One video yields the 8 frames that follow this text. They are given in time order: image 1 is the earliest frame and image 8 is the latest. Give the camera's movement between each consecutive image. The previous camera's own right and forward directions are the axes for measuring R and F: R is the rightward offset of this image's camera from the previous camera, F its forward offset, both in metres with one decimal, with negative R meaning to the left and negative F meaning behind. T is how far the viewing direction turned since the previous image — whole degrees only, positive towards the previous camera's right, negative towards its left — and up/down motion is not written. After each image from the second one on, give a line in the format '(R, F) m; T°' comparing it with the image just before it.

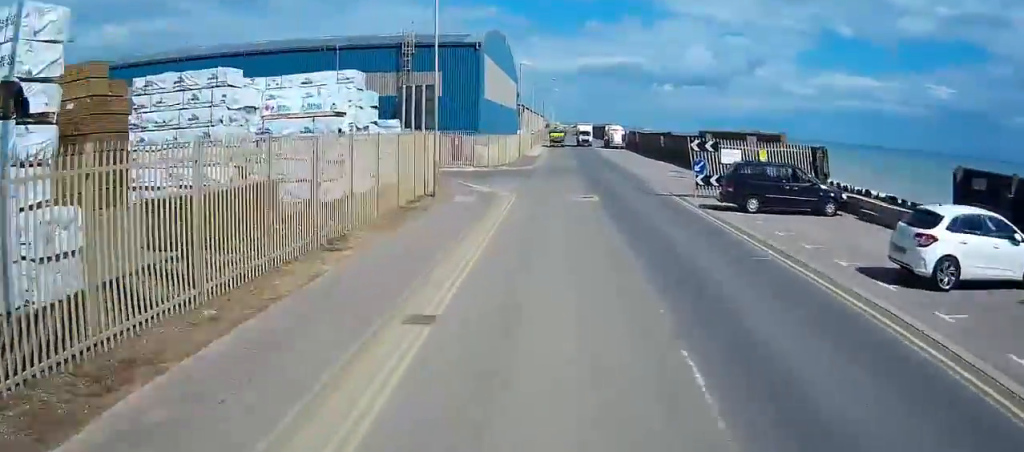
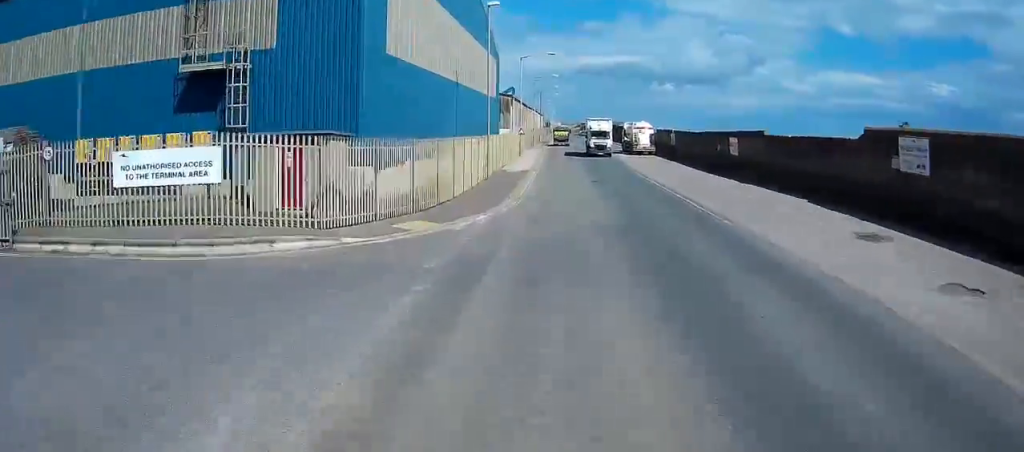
(+0.1, +32.4) m; -1°
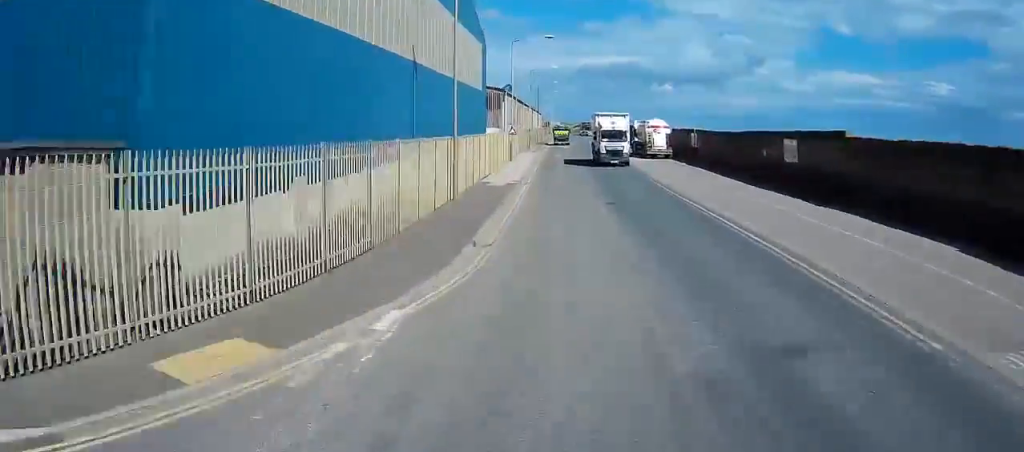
(-0.1, +12.4) m; 0°
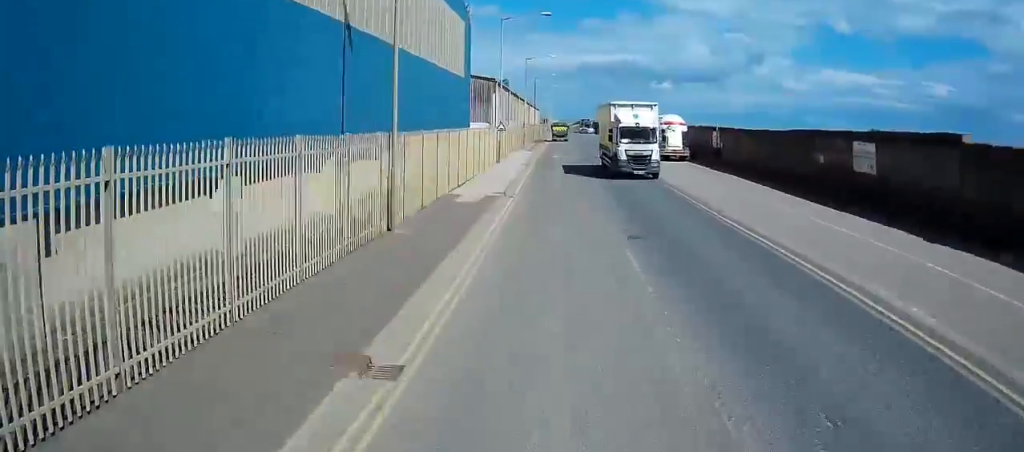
(-0.1, +9.6) m; 0°
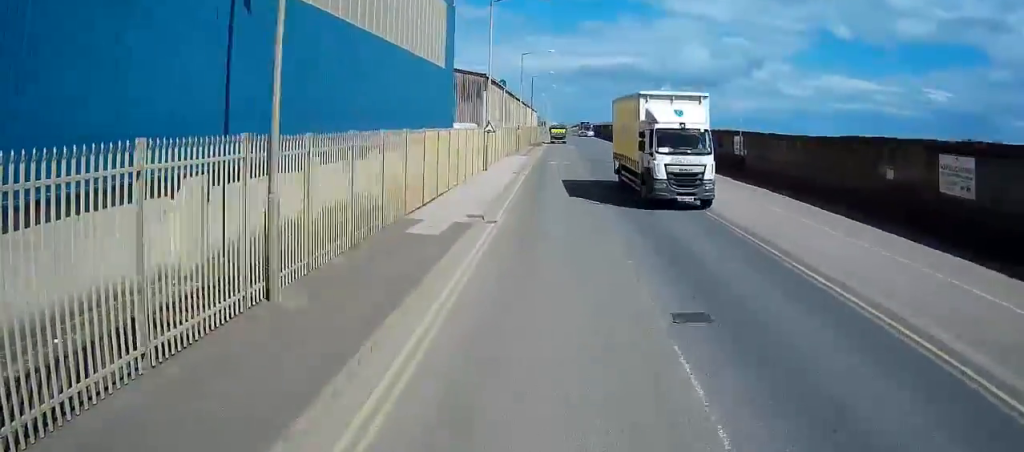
(+0.1, +7.2) m; 0°
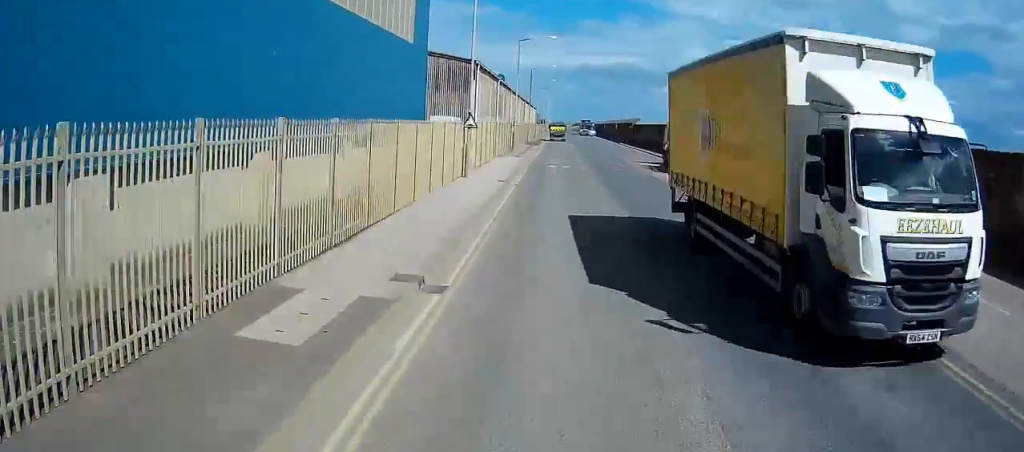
(+0.1, +9.0) m; 0°
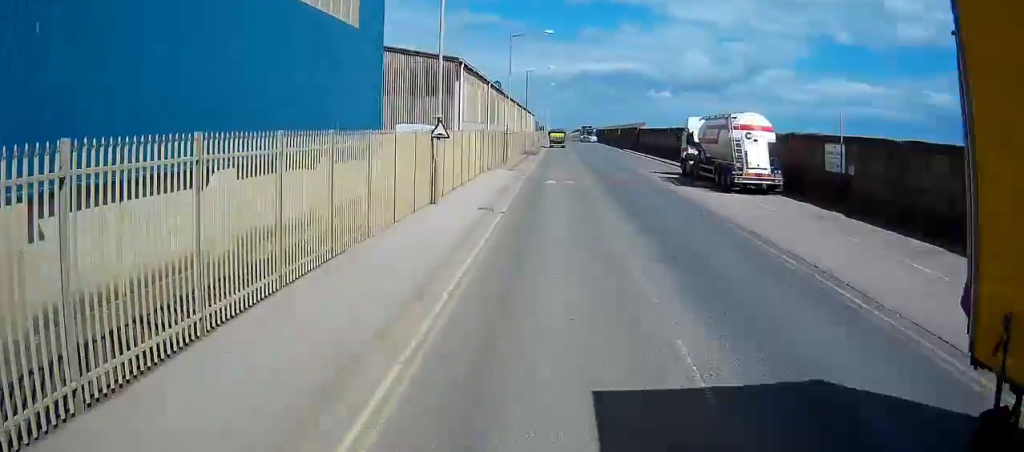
(0.0, +7.1) m; 0°
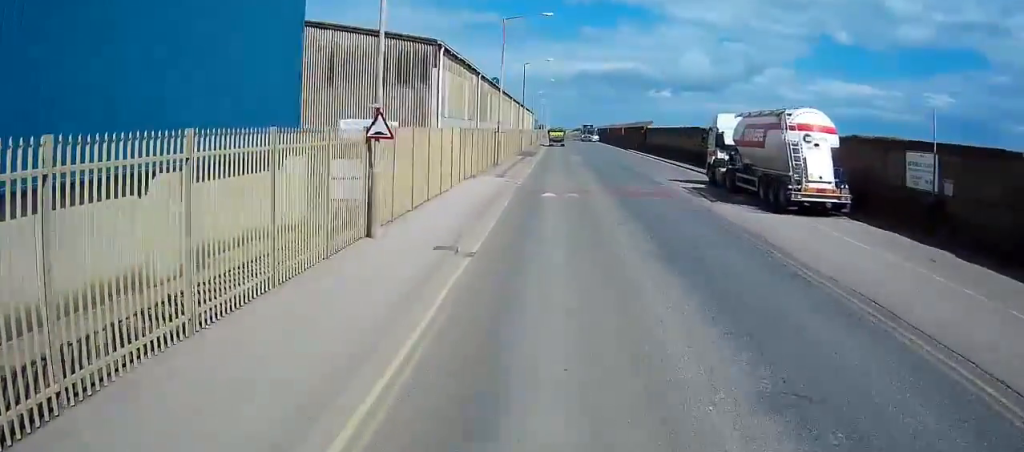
(0.0, +7.4) m; 0°
